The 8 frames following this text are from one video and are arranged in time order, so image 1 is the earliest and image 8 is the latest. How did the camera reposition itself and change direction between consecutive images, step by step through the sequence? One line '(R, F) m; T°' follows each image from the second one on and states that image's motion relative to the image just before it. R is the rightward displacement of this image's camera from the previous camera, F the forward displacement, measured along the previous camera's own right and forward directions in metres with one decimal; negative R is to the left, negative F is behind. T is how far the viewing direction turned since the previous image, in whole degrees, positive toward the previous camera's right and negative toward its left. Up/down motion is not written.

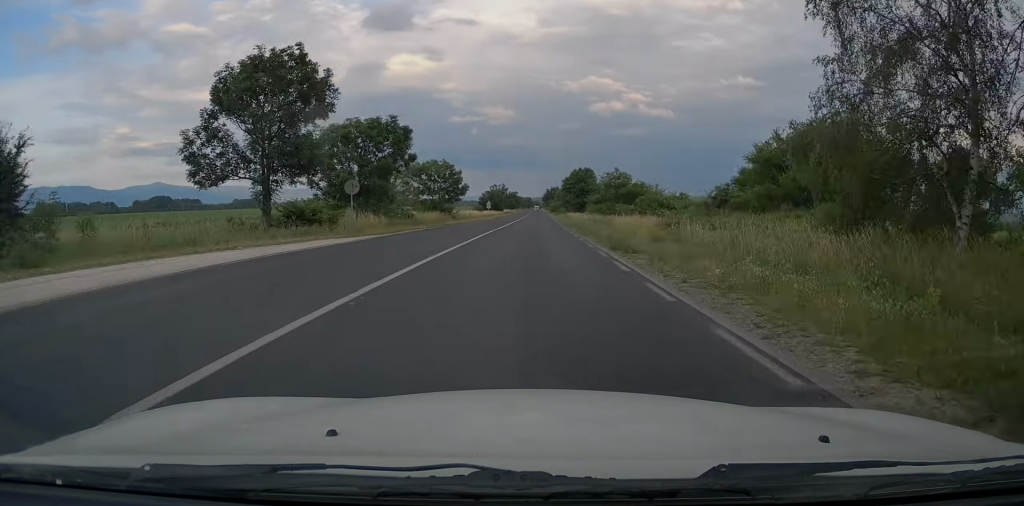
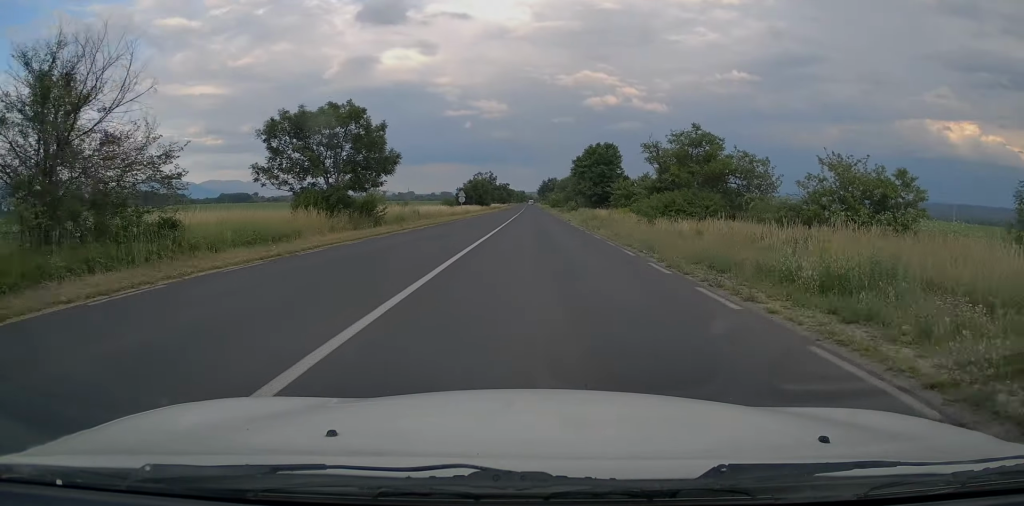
(+0.5, +36.3) m; +1°
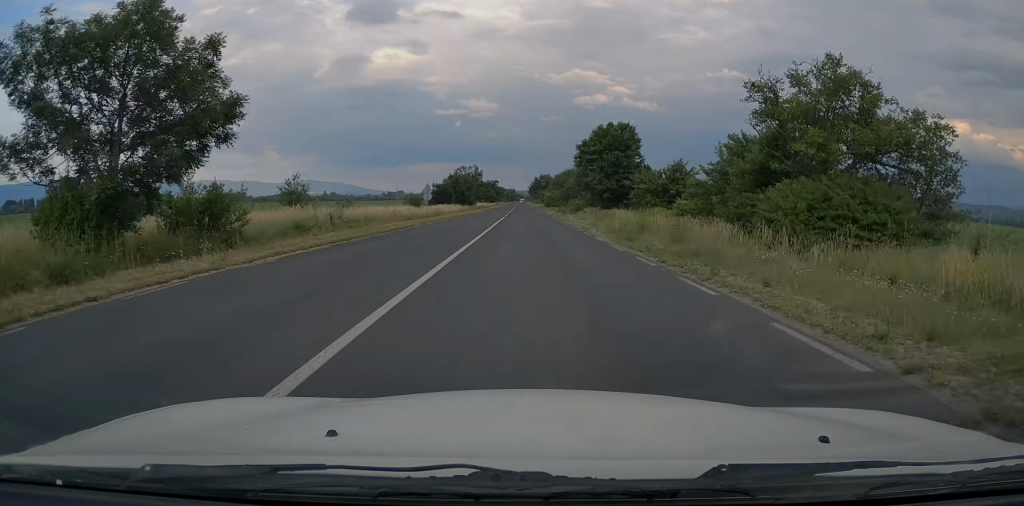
(-0.1, +18.7) m; +1°
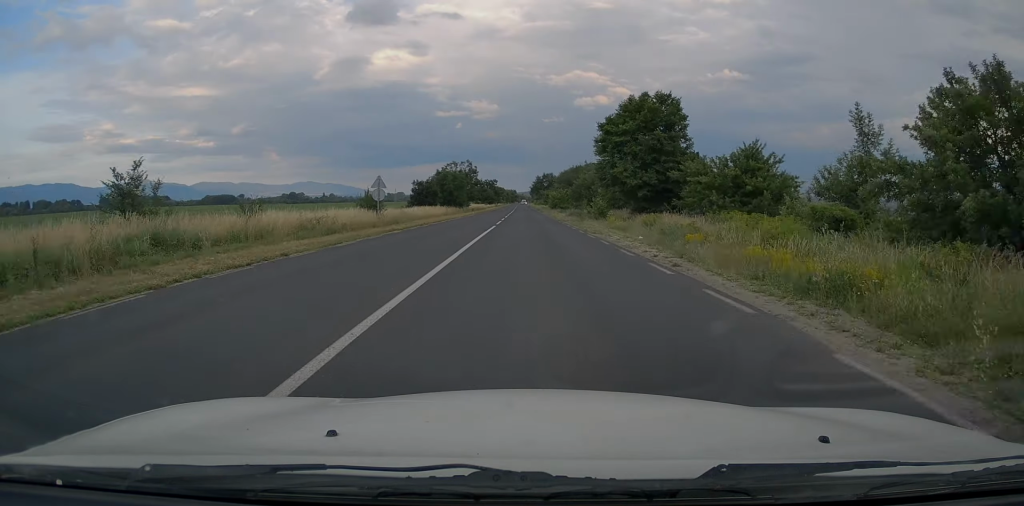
(+0.3, +17.1) m; 0°
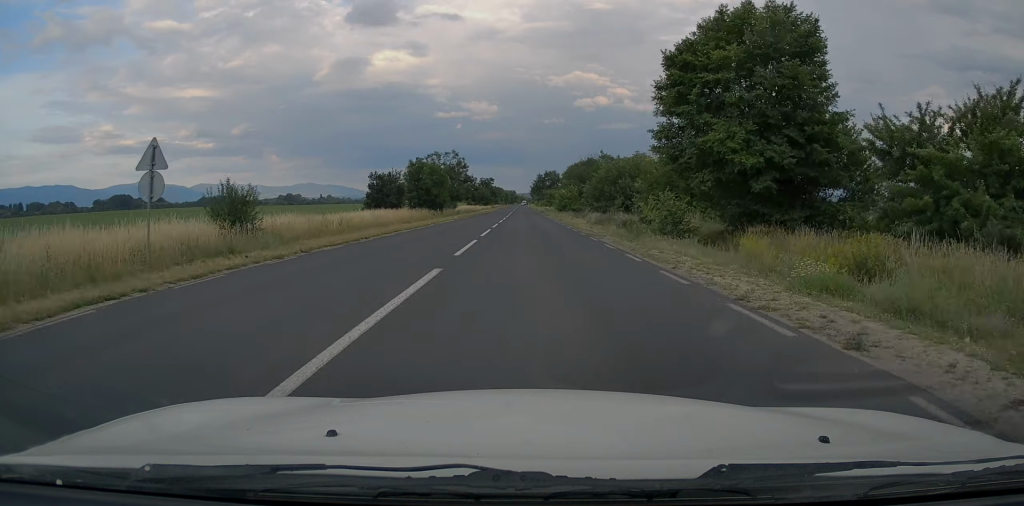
(-0.1, +20.9) m; -1°
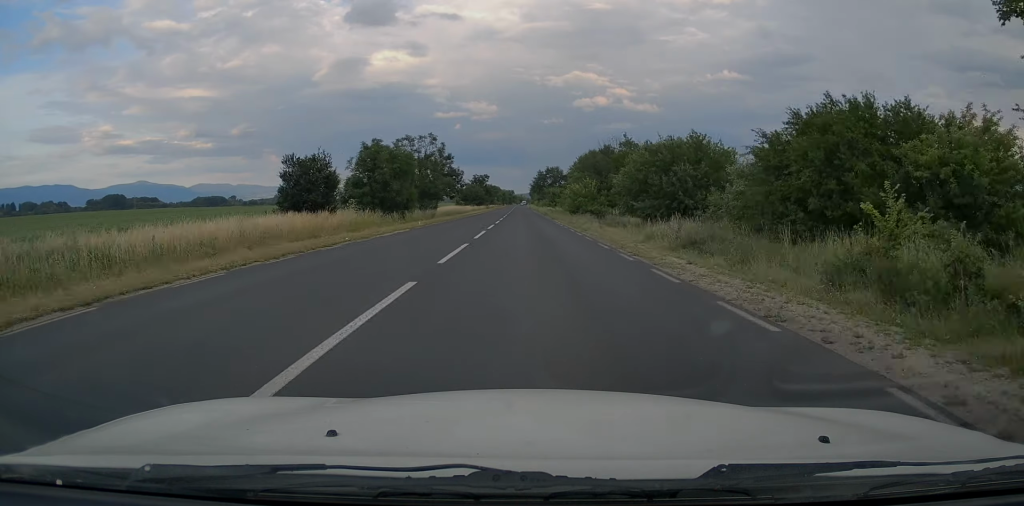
(-0.1, +19.6) m; 0°
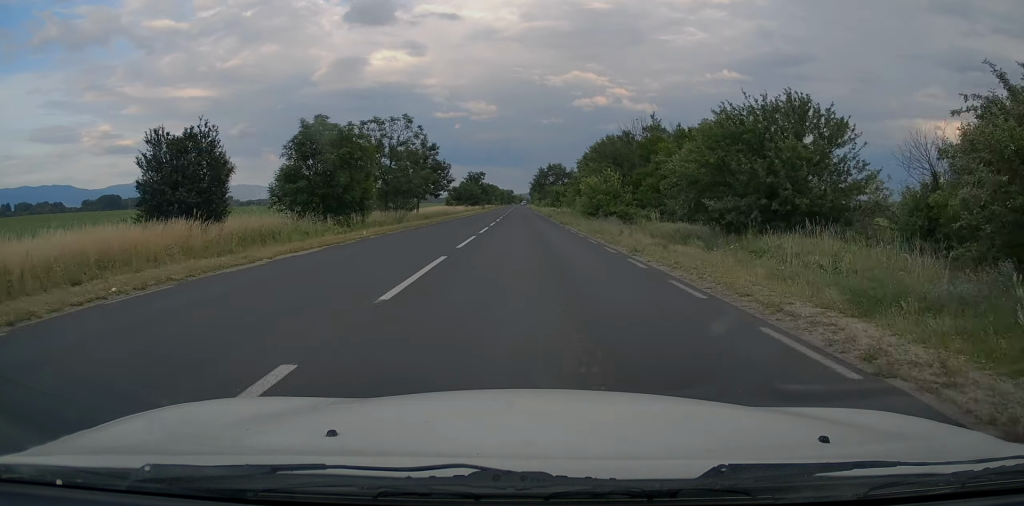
(0.0, +13.6) m; +1°
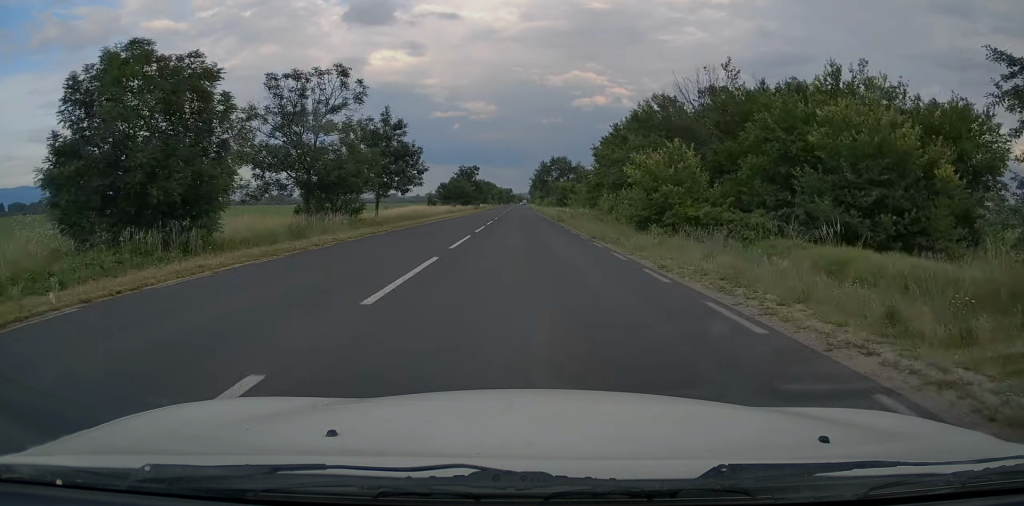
(+0.4, +18.2) m; 0°
